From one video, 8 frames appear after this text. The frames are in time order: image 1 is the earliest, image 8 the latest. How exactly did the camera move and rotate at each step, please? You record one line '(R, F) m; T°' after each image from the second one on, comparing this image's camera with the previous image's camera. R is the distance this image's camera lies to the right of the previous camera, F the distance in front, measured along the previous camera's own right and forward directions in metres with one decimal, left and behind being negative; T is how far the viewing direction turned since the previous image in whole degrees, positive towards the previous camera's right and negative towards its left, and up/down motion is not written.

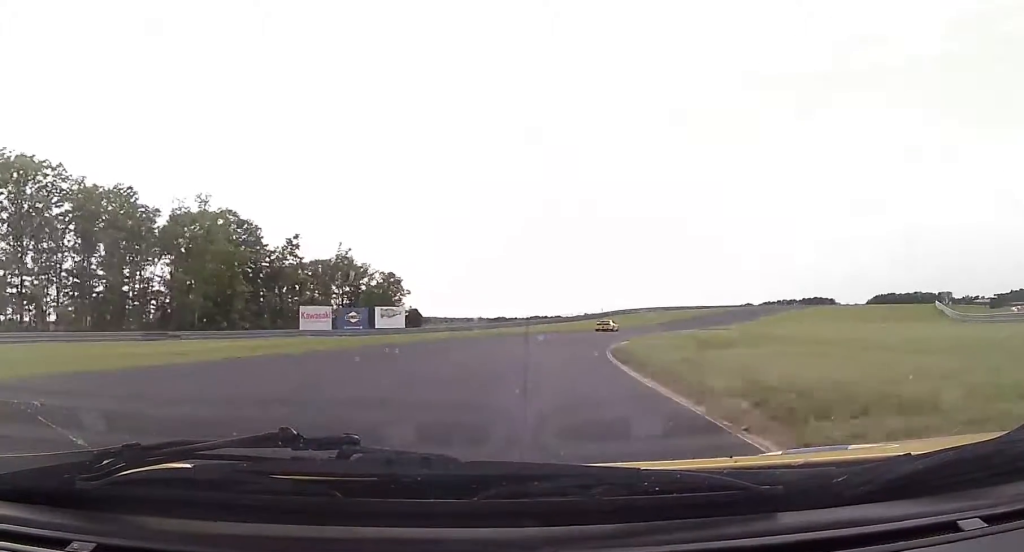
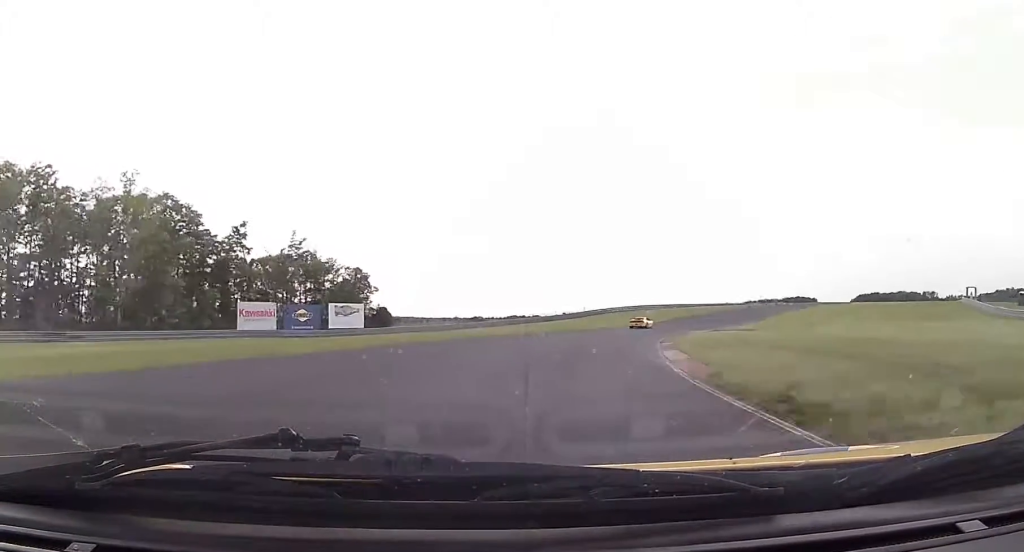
(-0.4, +14.3) m; 0°
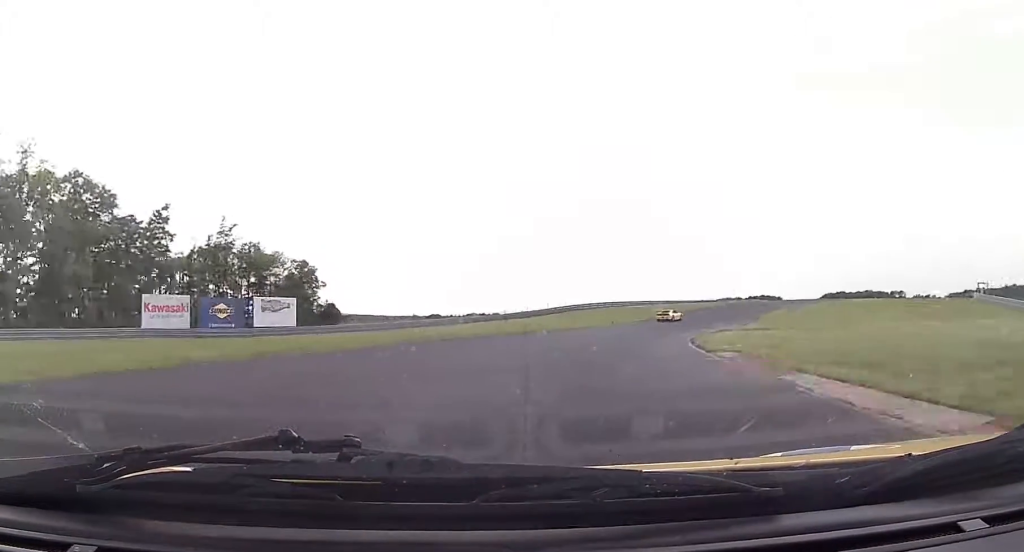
(+0.3, +13.5) m; +2°
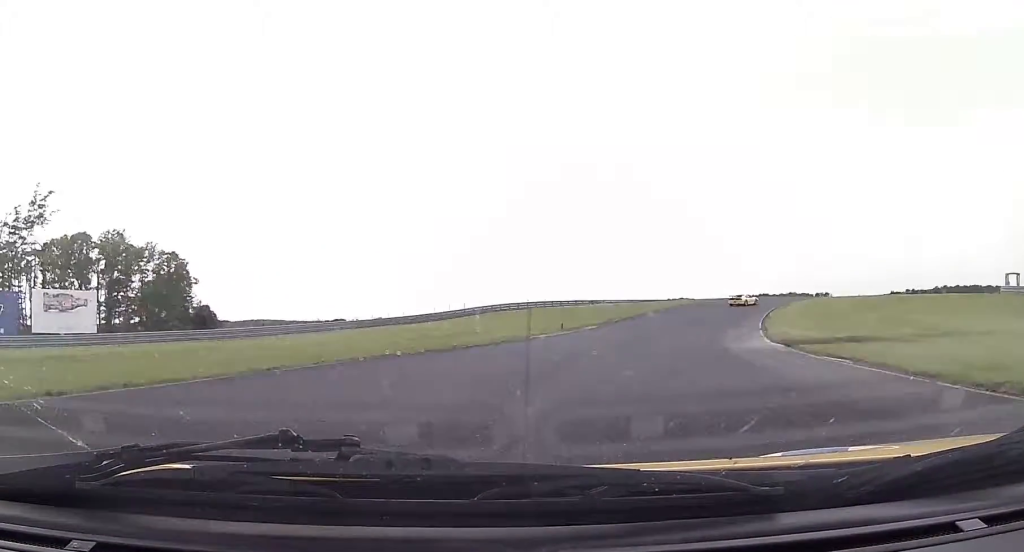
(+0.8, +25.8) m; +6°
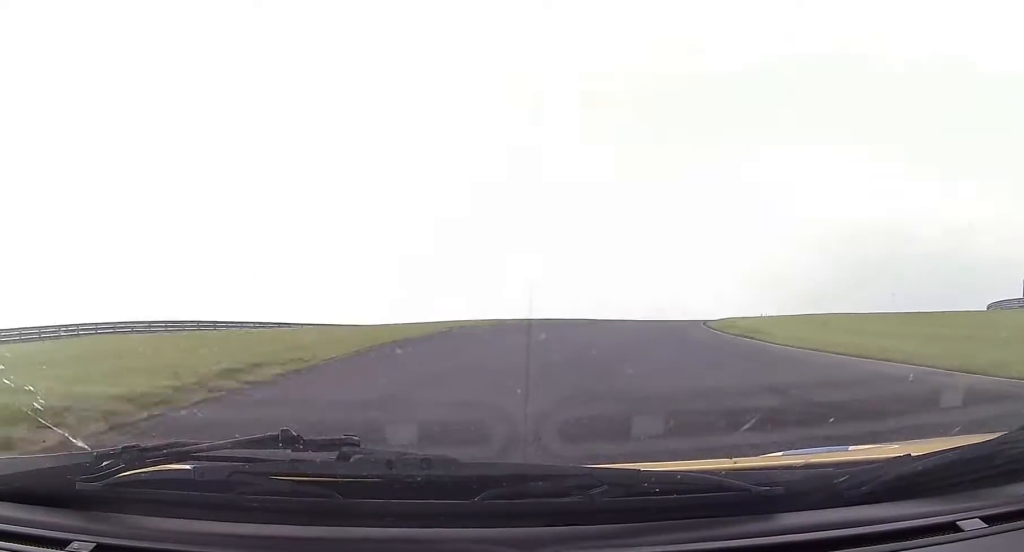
(+6.8, +44.8) m; +20°
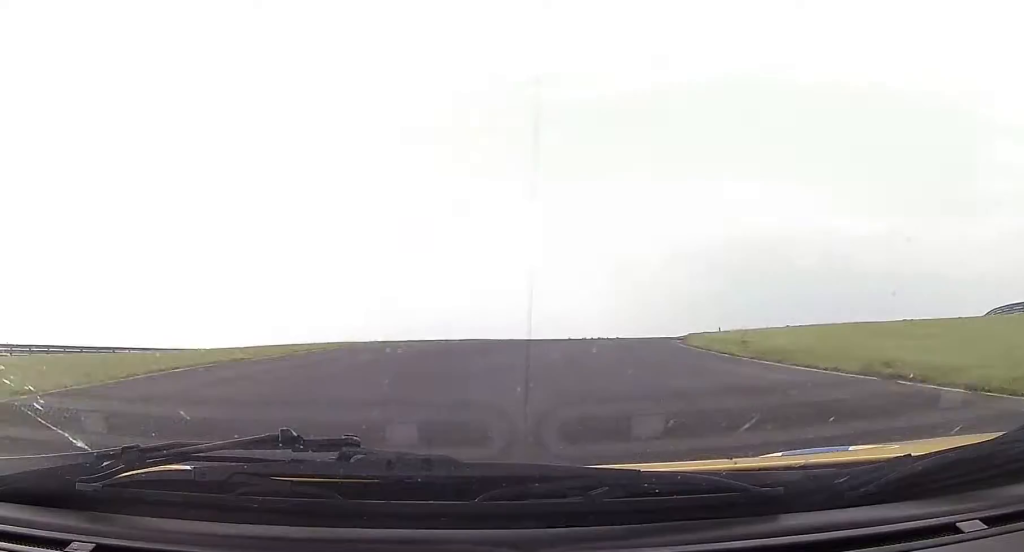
(+1.3, +16.2) m; +10°
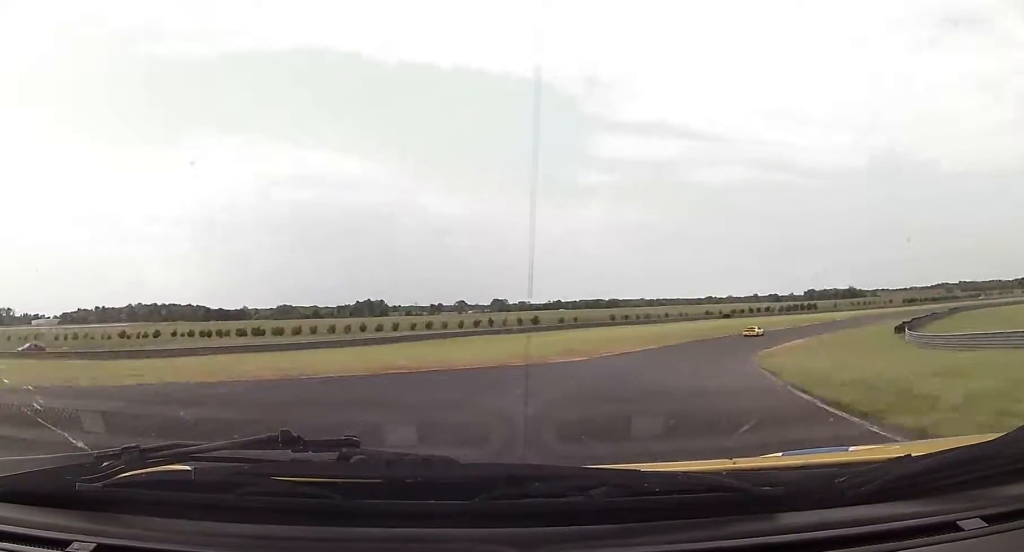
(+13.9, +48.7) m; +33°
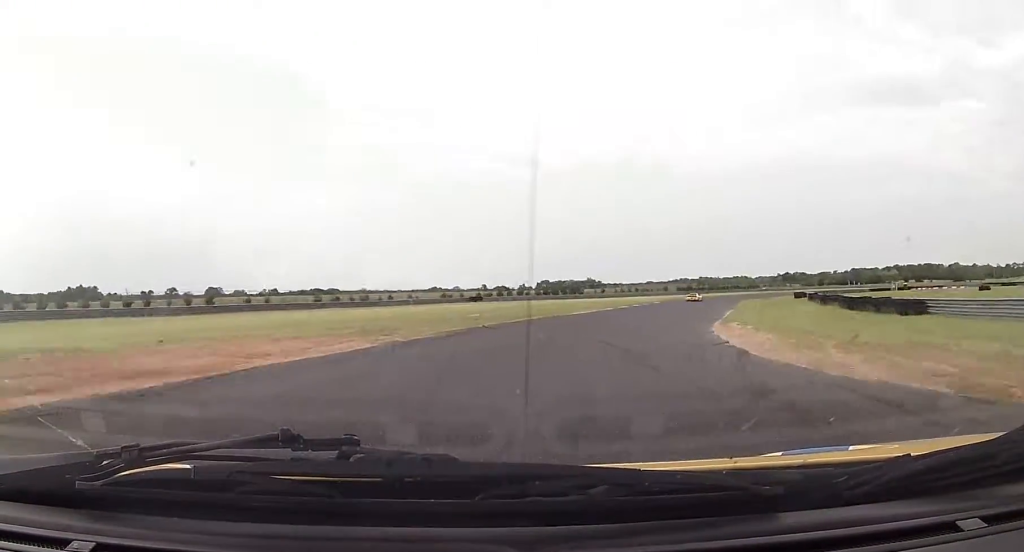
(+11.6, +46.3) m; +24°
